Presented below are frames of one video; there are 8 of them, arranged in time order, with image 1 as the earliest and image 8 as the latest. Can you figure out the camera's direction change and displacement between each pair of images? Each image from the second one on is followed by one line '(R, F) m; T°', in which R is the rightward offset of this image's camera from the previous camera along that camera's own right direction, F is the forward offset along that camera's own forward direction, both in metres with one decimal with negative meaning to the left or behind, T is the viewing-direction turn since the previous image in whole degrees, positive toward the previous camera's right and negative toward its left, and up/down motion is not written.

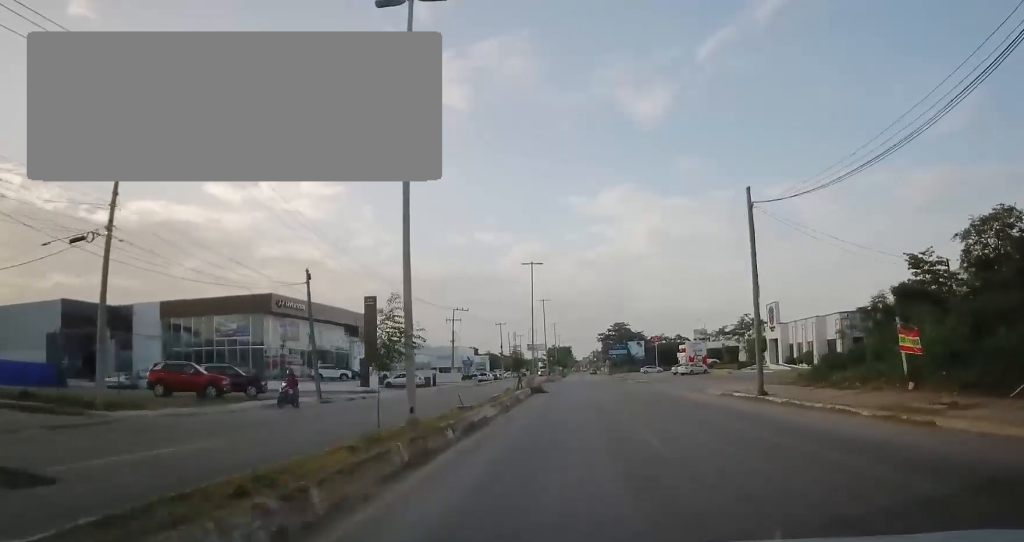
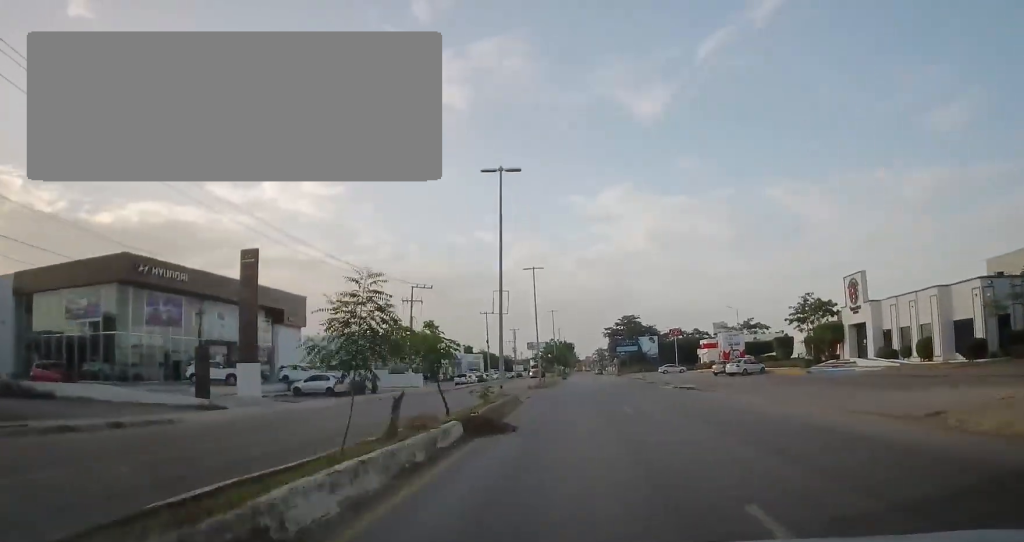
(+0.2, +22.6) m; +1°
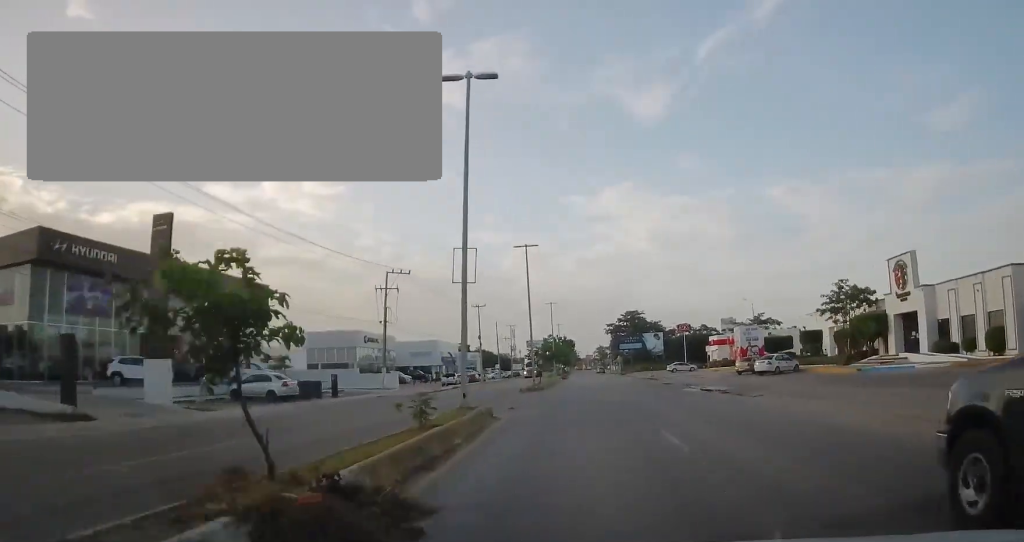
(0.0, +8.5) m; 0°
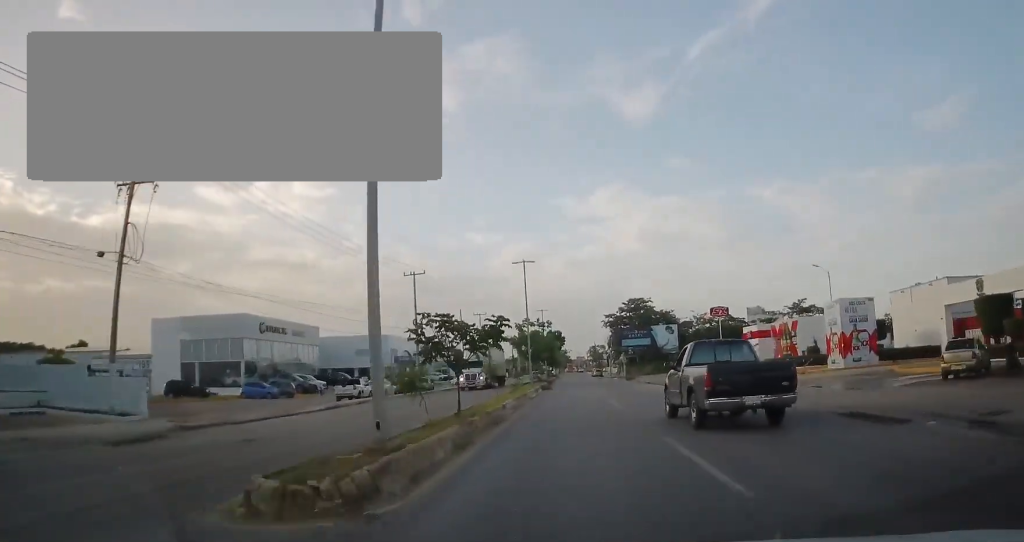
(+0.6, +31.1) m; +2°
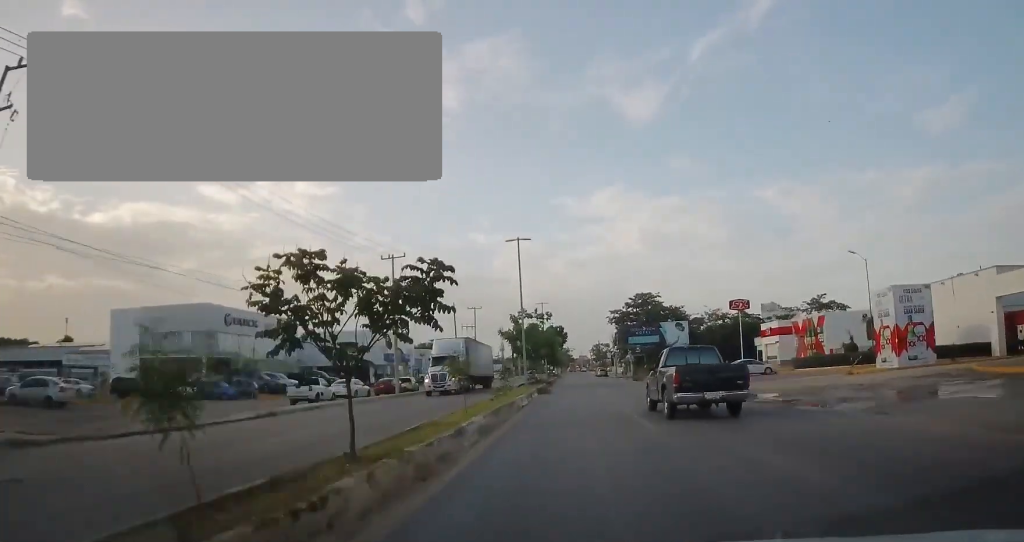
(+0.2, +7.6) m; 0°
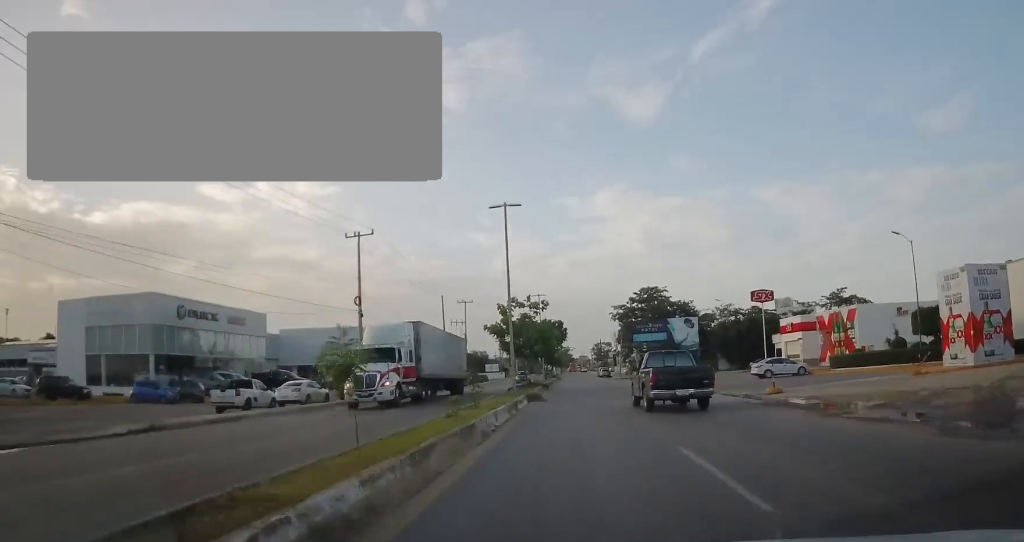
(-0.3, +8.0) m; -1°
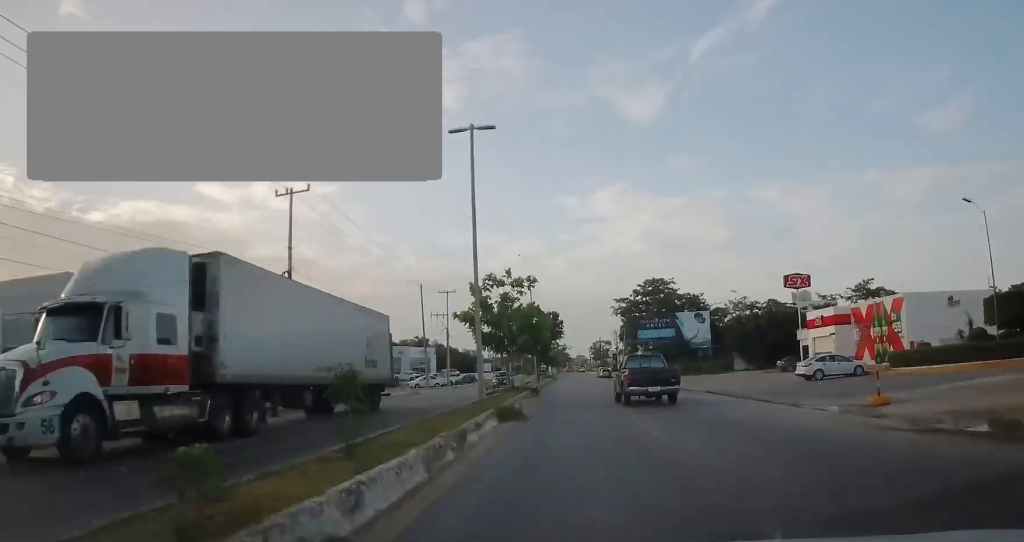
(-0.2, +10.0) m; -1°
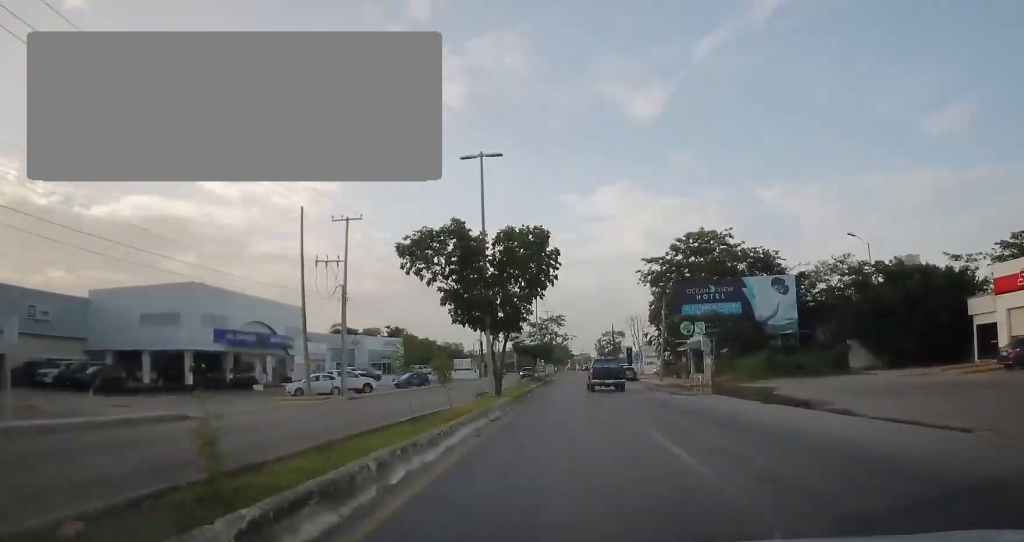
(0.0, +33.4) m; +2°
